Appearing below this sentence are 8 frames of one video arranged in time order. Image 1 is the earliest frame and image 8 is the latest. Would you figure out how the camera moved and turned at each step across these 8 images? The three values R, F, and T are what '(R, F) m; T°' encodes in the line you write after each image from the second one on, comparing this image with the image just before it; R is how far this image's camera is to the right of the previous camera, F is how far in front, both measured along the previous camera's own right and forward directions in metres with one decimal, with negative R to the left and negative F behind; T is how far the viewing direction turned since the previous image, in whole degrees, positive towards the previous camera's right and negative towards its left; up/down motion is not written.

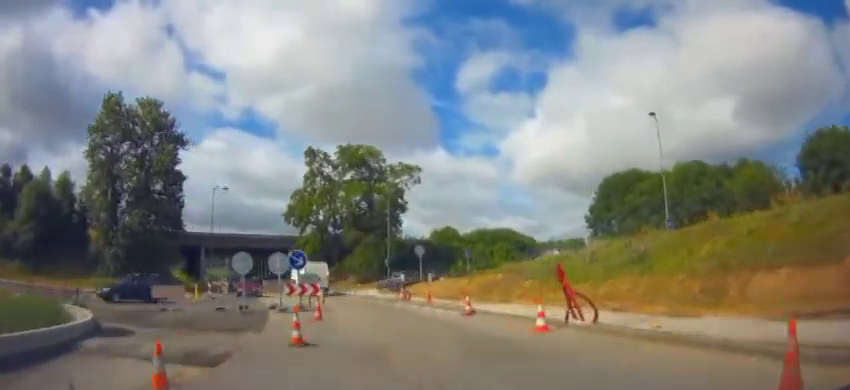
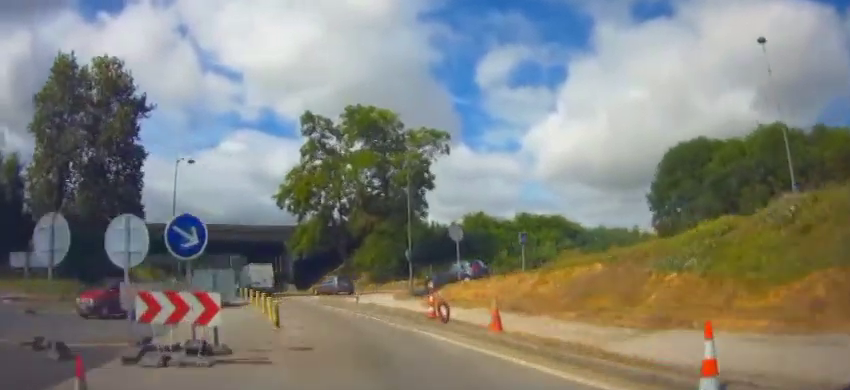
(-0.4, +12.5) m; -5°
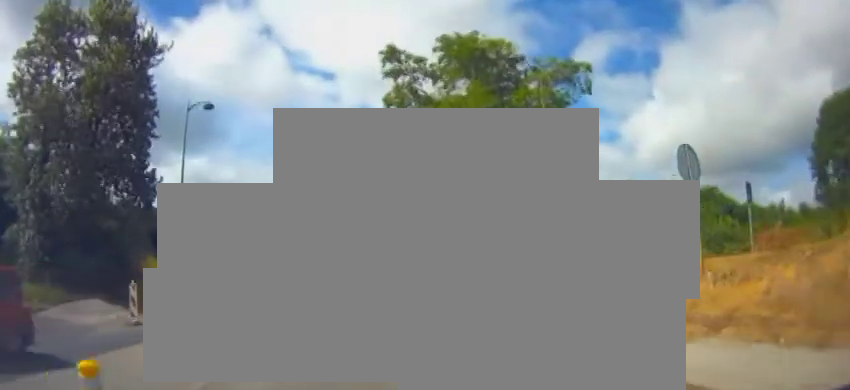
(-1.2, +13.1) m; -12°
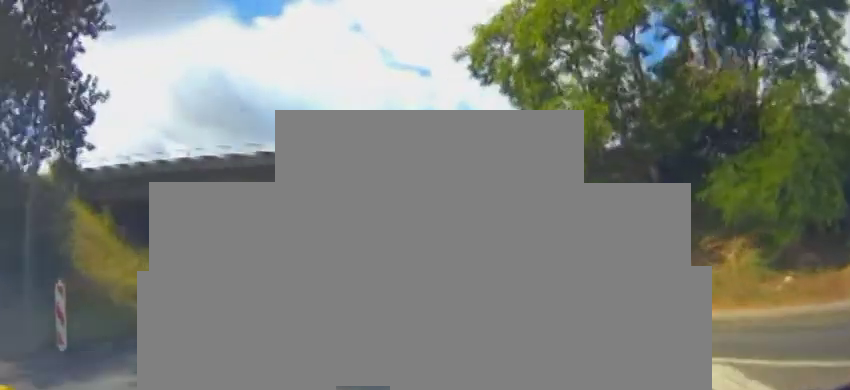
(-1.7, +16.3) m; -9°
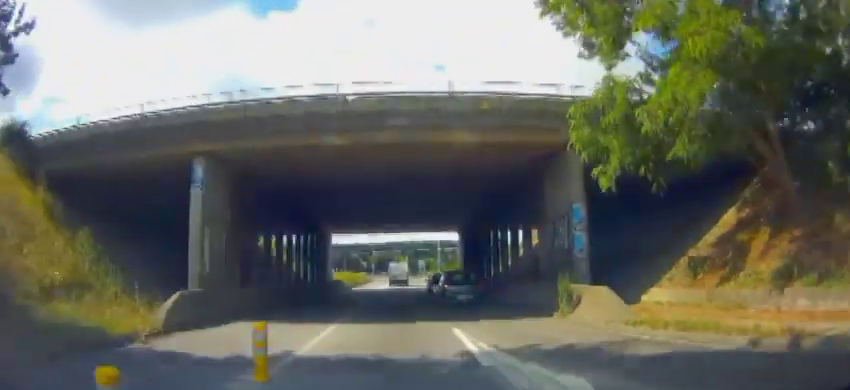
(-0.1, +6.0) m; -1°
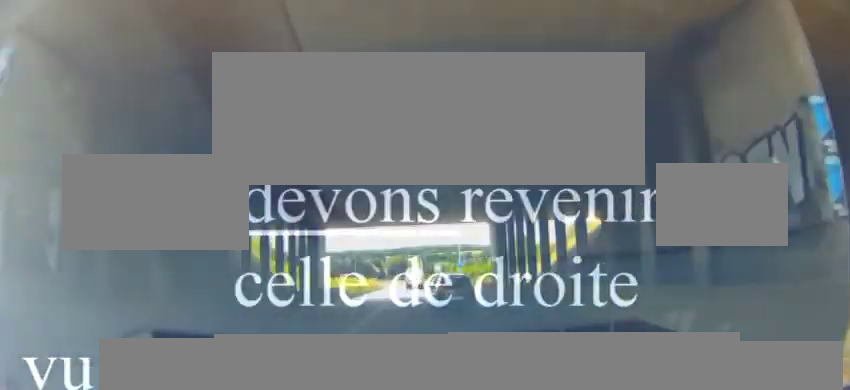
(-0.1, +9.9) m; -2°
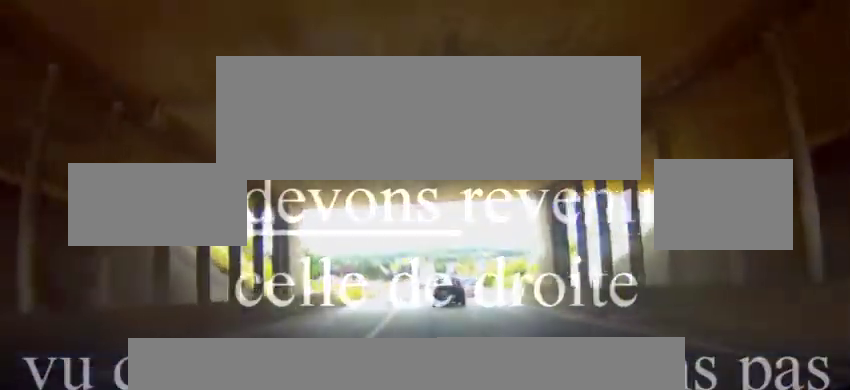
(-0.3, +10.6) m; -3°
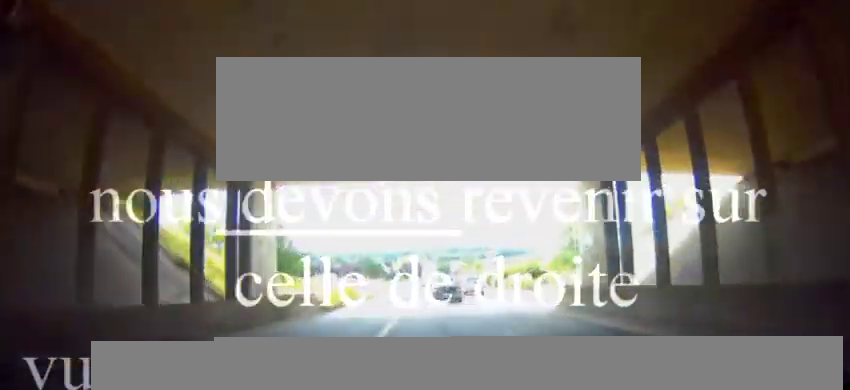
(-0.1, +6.2) m; -1°
